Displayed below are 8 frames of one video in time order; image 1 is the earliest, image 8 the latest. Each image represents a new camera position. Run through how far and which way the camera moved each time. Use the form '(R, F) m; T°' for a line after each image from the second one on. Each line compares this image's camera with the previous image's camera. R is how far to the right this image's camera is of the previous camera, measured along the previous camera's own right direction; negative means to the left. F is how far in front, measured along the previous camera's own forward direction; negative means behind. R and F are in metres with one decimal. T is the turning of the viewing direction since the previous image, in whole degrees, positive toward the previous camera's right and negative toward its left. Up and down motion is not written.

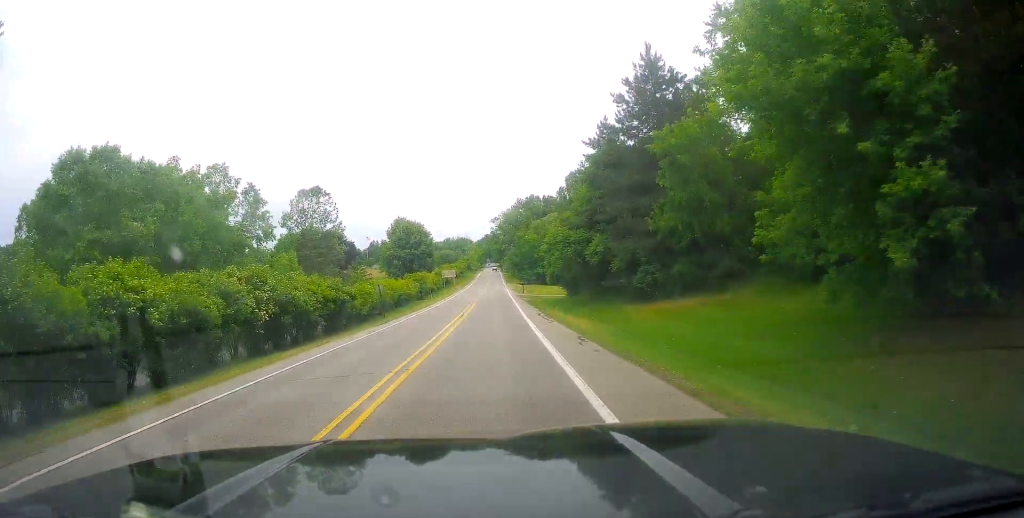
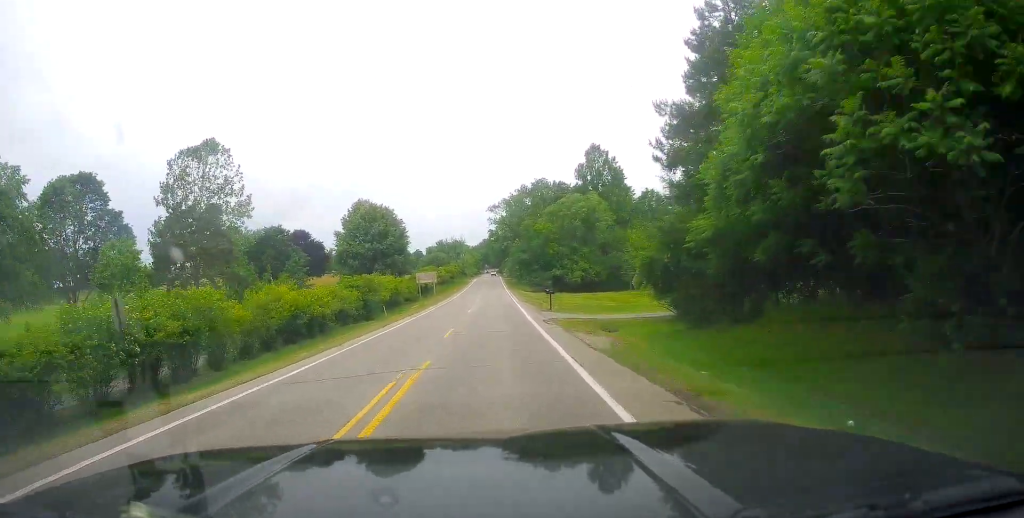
(+0.5, +34.2) m; +2°
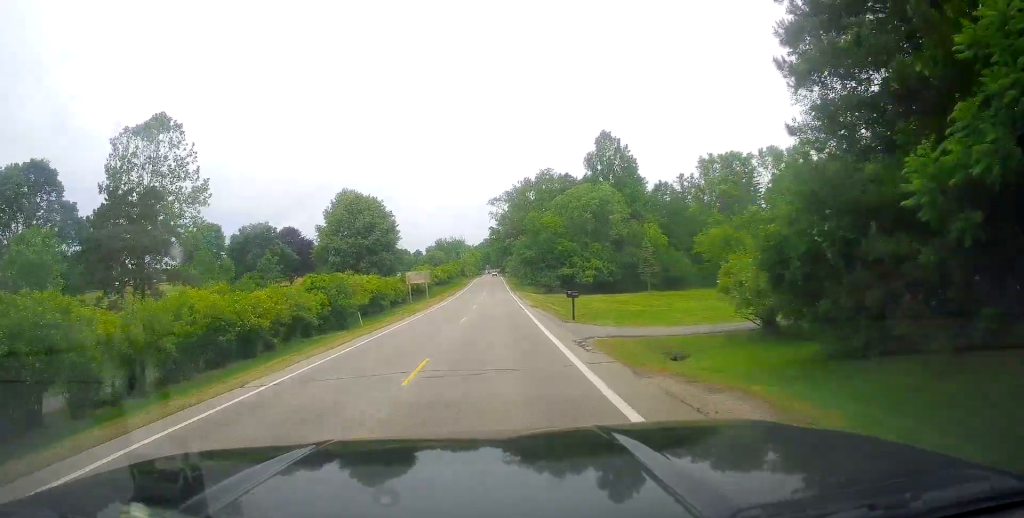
(+0.1, +9.5) m; -1°
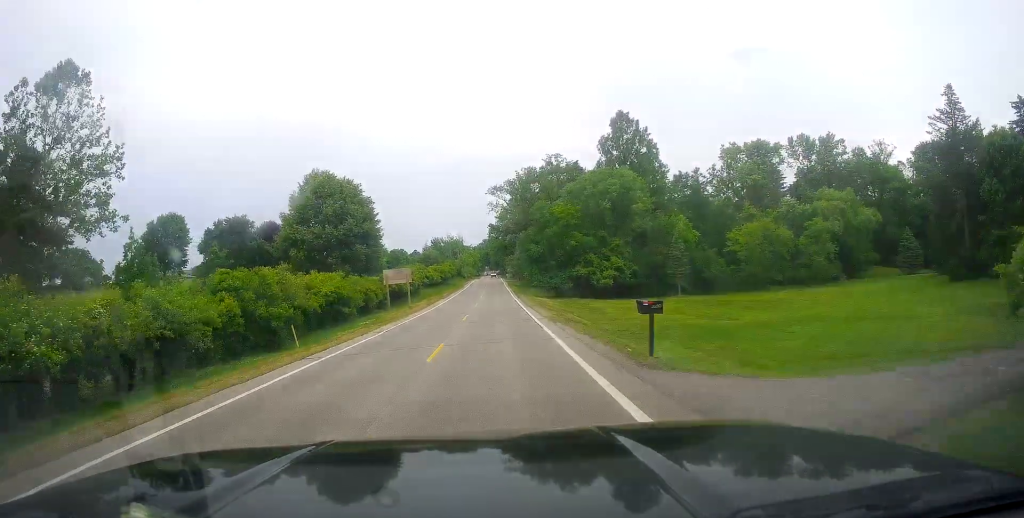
(-0.1, +13.0) m; -1°
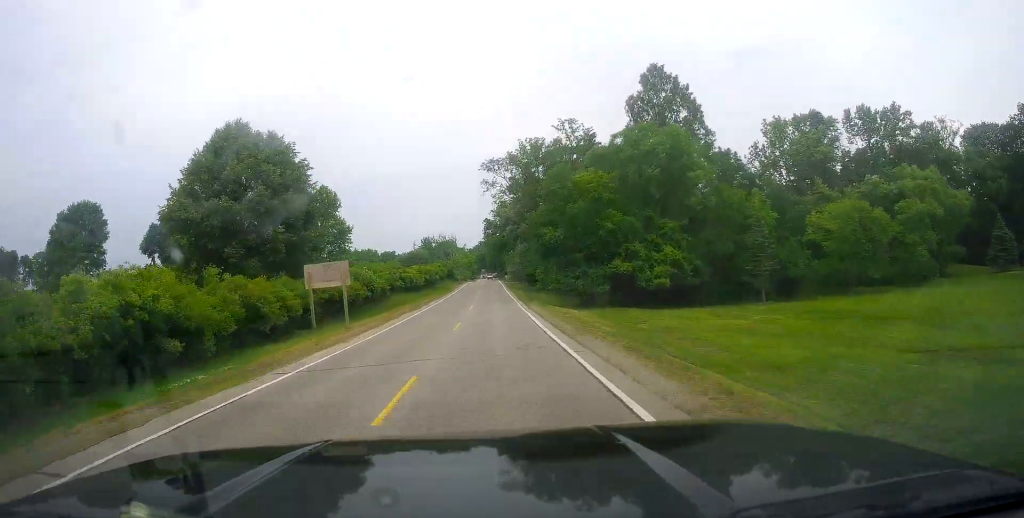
(-0.3, +21.3) m; 0°
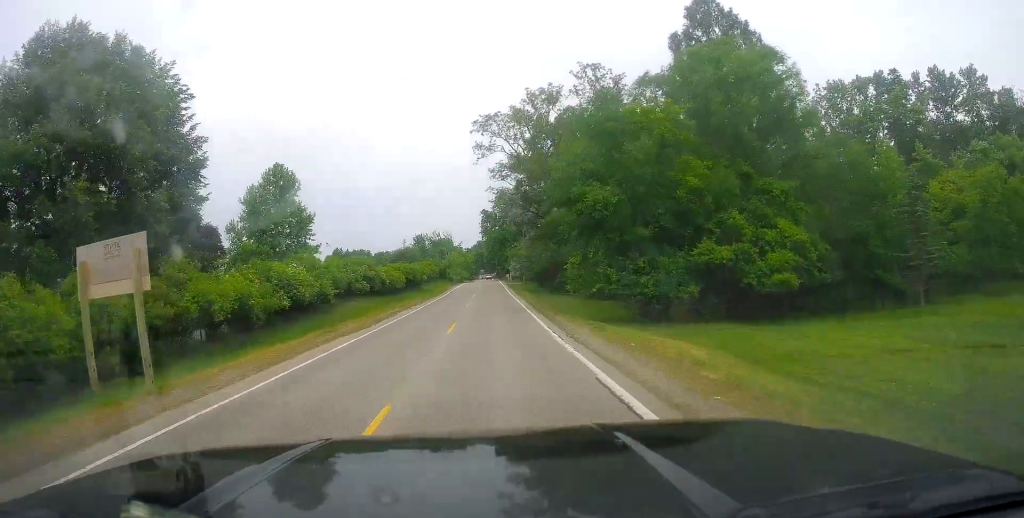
(+0.4, +18.4) m; +1°
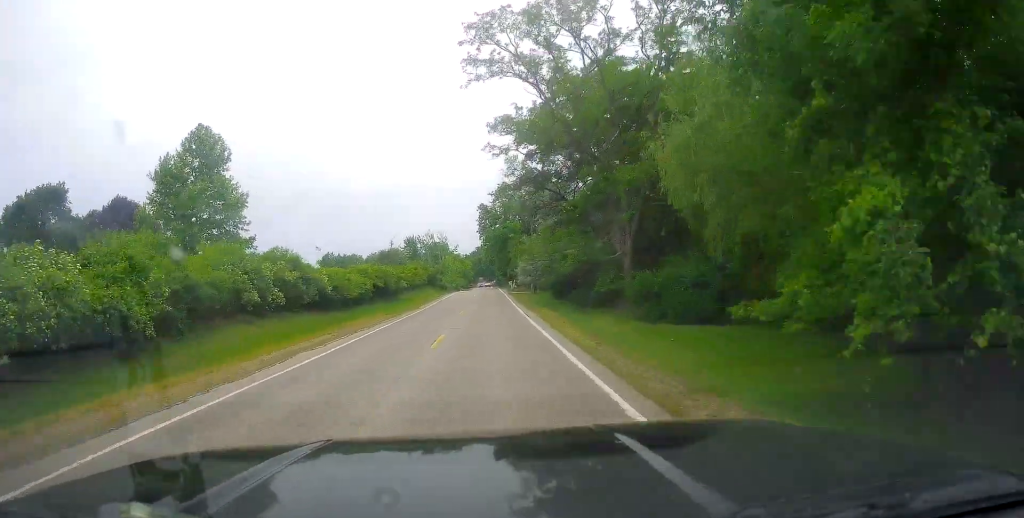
(-0.2, +19.6) m; 0°
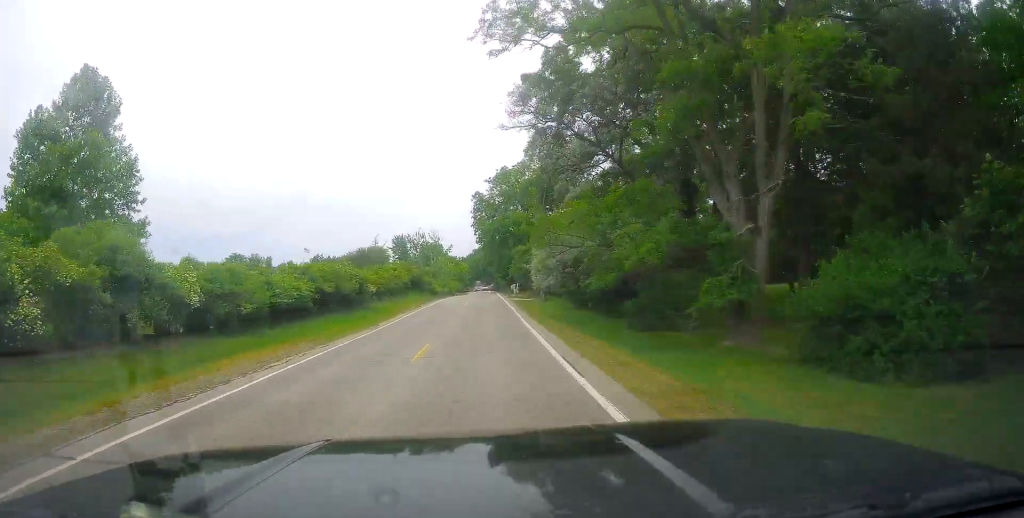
(+0.3, +16.8) m; +1°
